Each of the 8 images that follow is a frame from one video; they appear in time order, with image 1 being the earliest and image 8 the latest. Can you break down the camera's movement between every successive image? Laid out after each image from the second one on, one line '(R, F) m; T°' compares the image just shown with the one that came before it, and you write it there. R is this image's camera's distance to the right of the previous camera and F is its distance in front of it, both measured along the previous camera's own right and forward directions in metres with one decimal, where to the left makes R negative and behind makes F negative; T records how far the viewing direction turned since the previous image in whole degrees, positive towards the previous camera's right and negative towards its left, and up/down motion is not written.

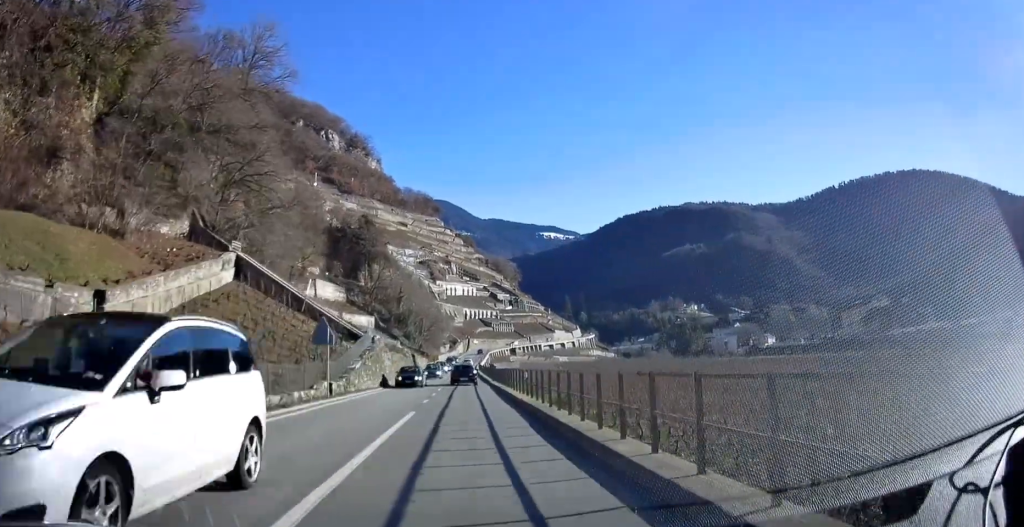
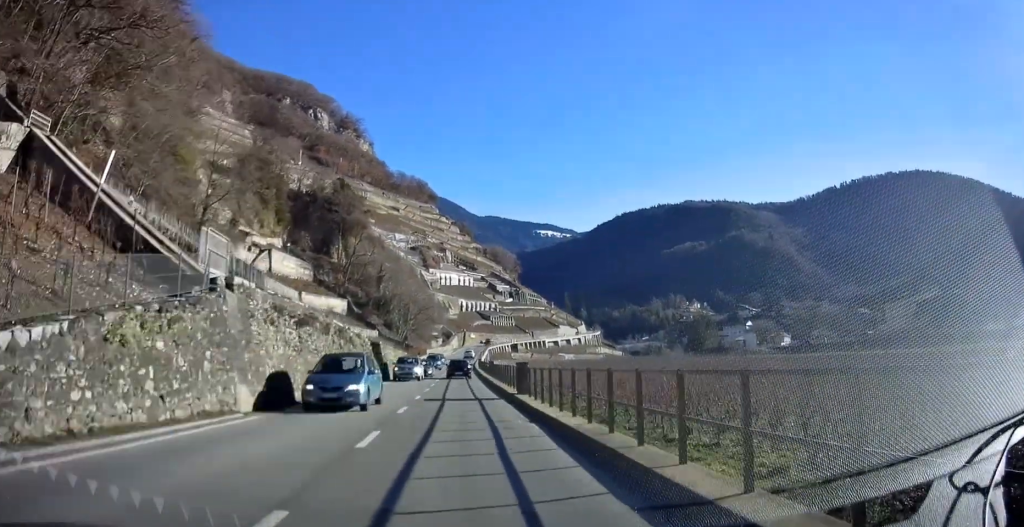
(+0.6, +24.4) m; +1°
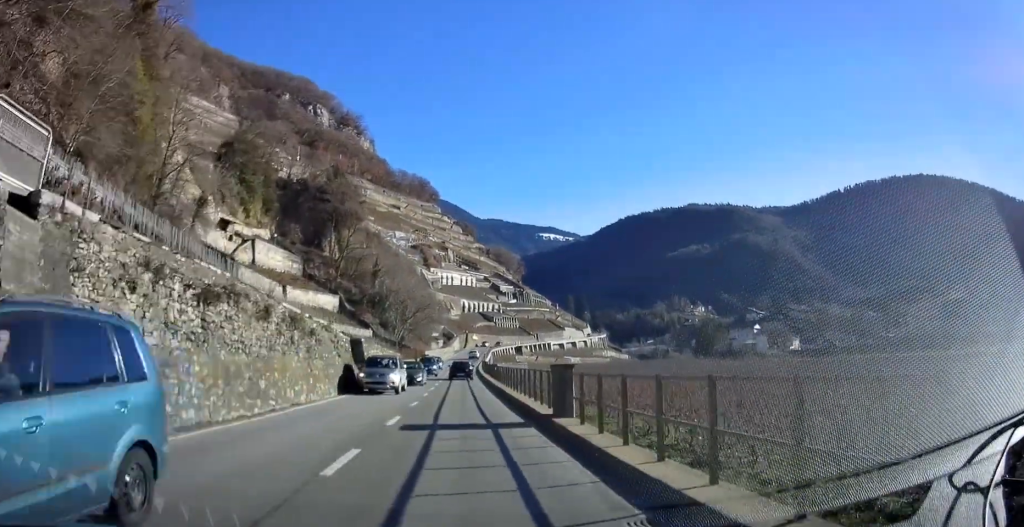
(0.0, +8.5) m; 0°
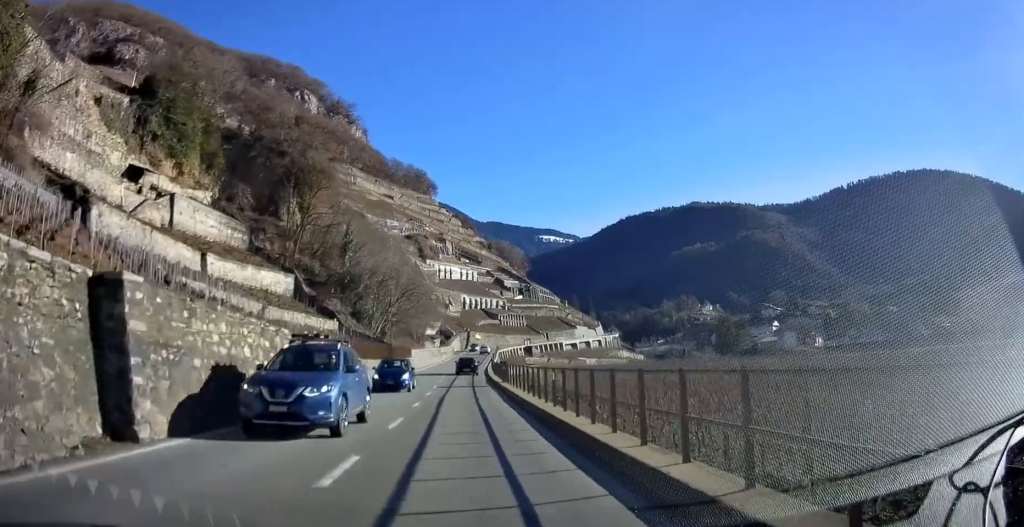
(+0.5, +23.6) m; 0°
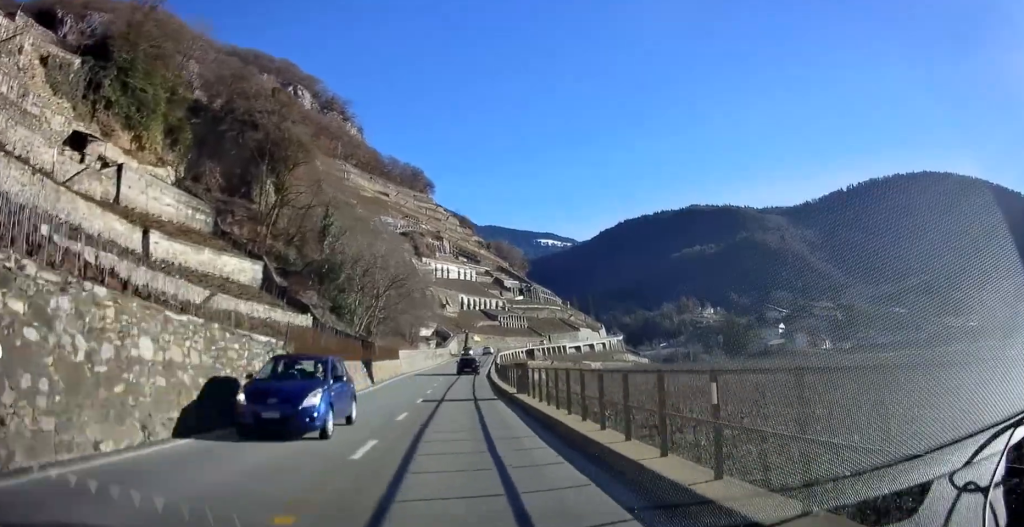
(-0.2, +9.9) m; 0°
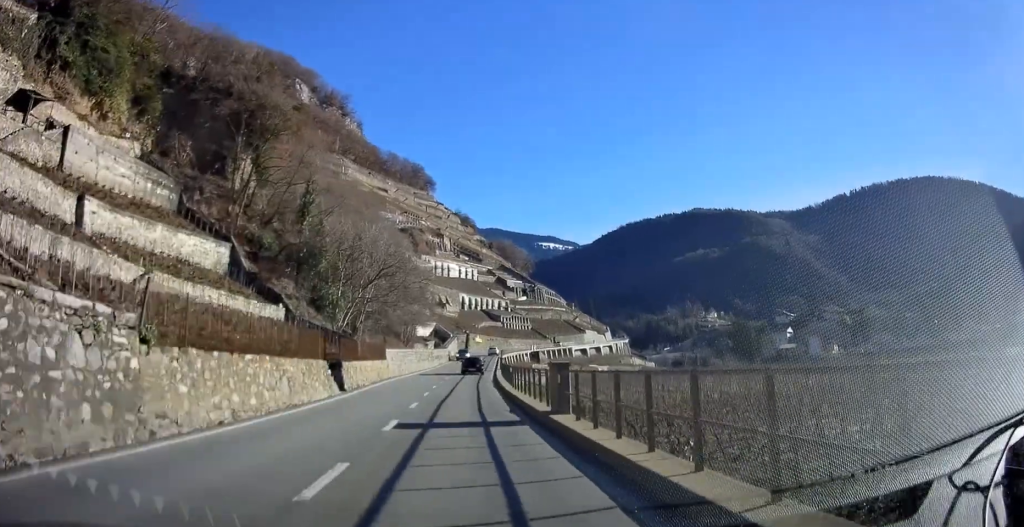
(-0.2, +7.8) m; 0°
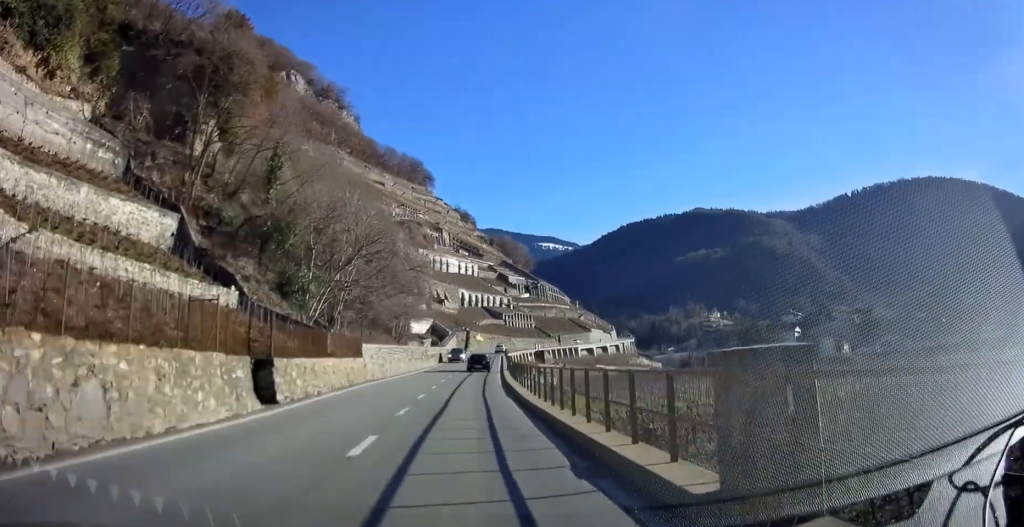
(+0.2, +9.5) m; +1°
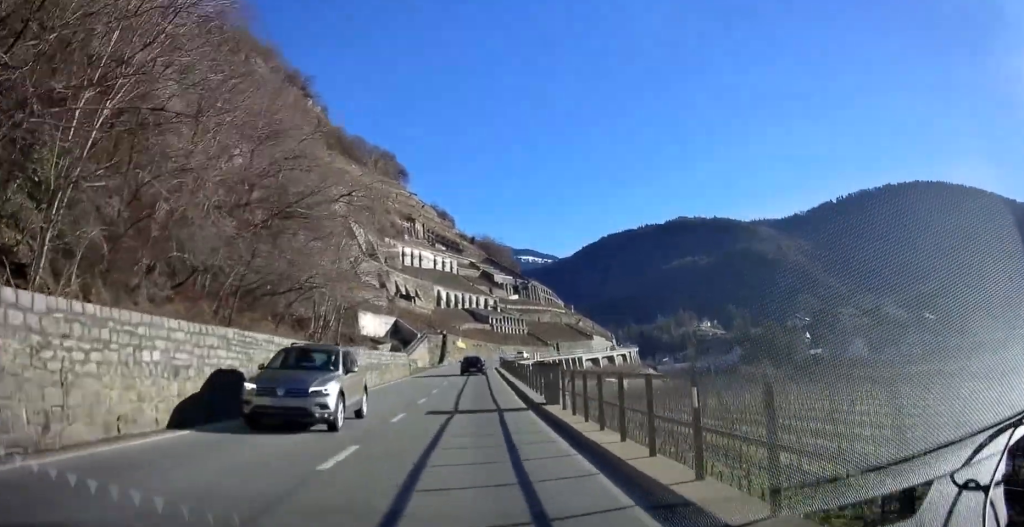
(+0.8, +30.4) m; +1°
